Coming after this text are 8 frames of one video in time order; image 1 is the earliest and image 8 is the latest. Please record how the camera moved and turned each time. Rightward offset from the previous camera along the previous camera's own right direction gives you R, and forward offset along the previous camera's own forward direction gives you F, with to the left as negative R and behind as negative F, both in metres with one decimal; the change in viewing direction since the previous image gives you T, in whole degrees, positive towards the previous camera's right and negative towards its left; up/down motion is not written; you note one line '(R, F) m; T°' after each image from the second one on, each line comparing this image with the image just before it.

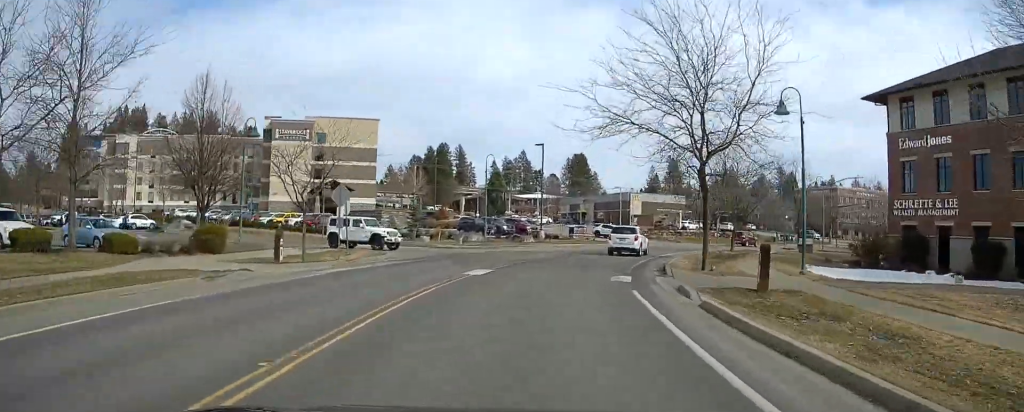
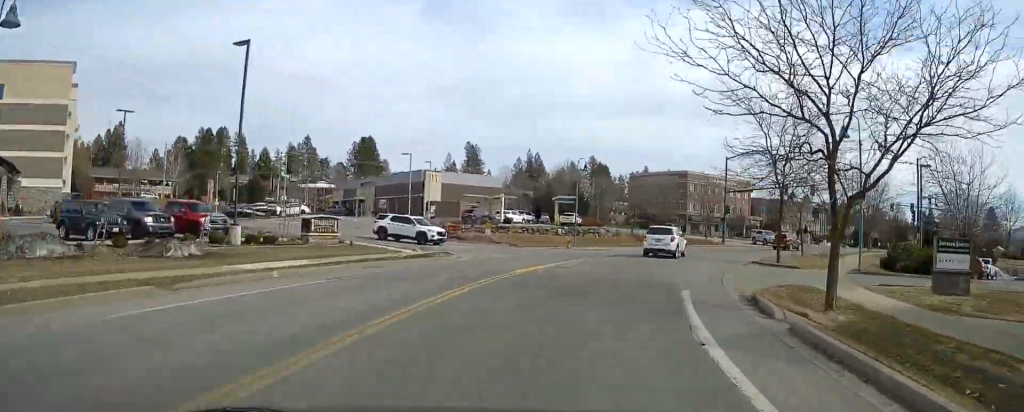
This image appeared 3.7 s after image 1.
(+4.6, +41.0) m; +17°
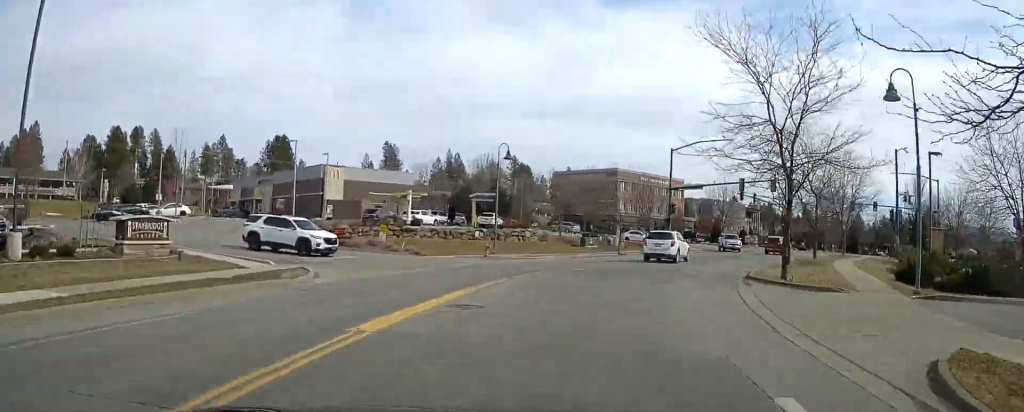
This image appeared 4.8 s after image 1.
(+0.3, +12.3) m; +7°
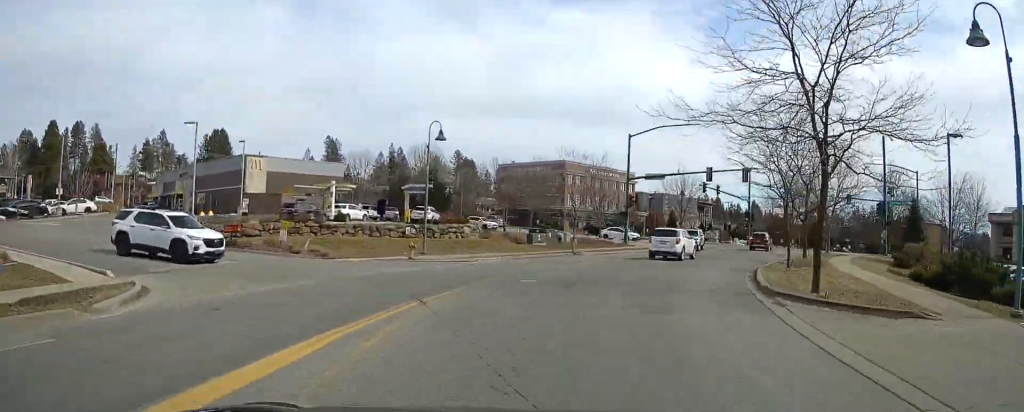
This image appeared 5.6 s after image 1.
(+0.8, +7.6) m; +5°
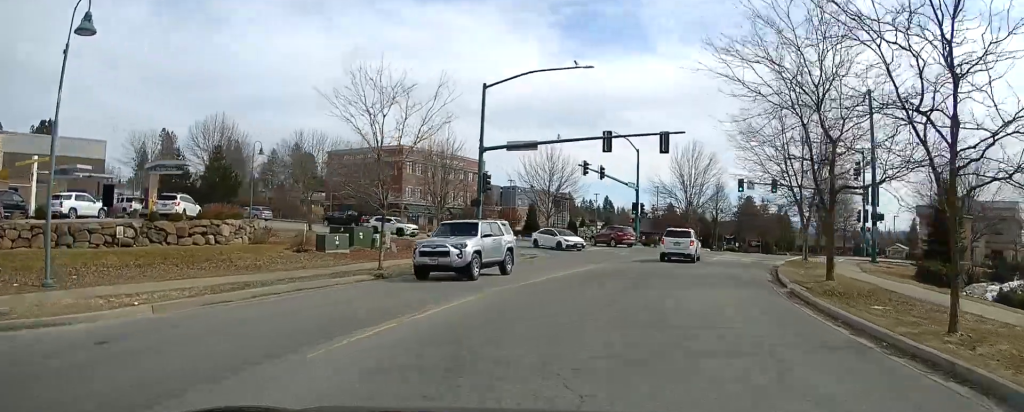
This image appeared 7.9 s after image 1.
(+2.6, +20.6) m; +13°
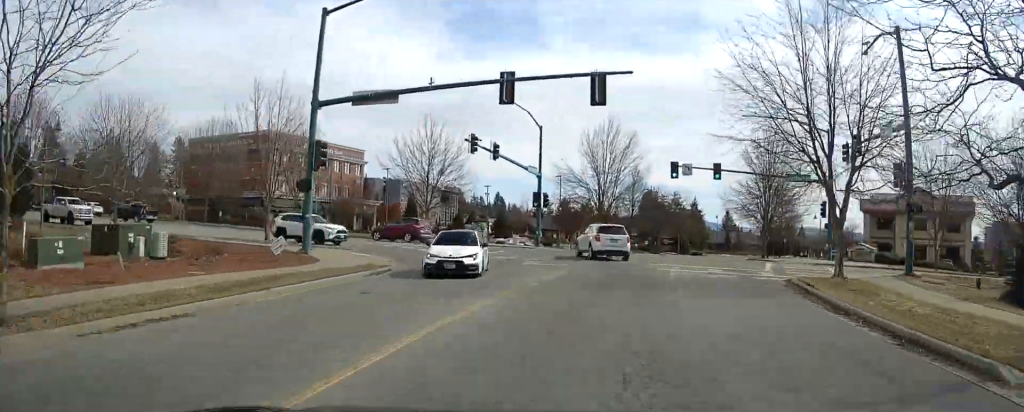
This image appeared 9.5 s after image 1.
(+1.0, +14.0) m; +8°
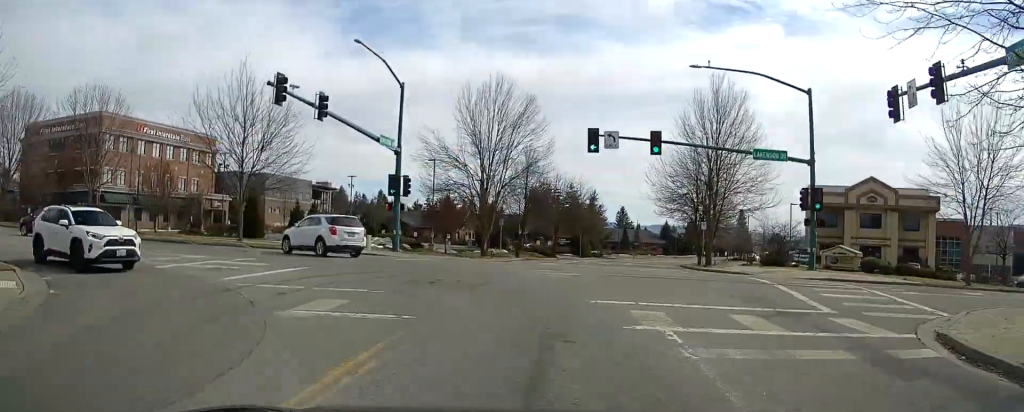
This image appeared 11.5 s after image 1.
(+1.1, +15.3) m; +3°
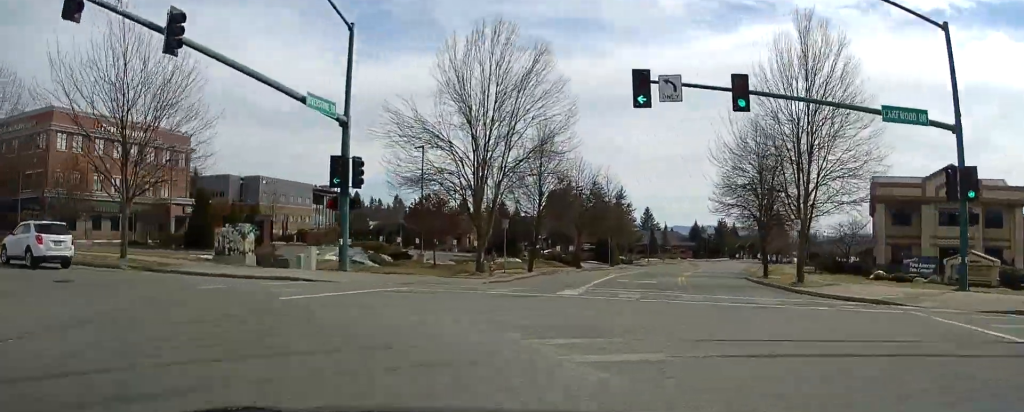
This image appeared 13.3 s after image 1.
(+0.2, +12.6) m; -9°
